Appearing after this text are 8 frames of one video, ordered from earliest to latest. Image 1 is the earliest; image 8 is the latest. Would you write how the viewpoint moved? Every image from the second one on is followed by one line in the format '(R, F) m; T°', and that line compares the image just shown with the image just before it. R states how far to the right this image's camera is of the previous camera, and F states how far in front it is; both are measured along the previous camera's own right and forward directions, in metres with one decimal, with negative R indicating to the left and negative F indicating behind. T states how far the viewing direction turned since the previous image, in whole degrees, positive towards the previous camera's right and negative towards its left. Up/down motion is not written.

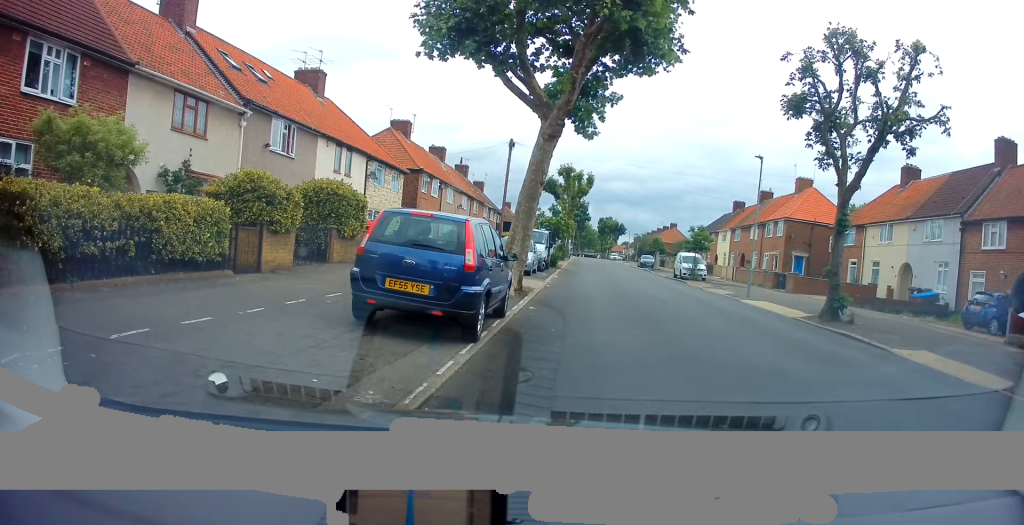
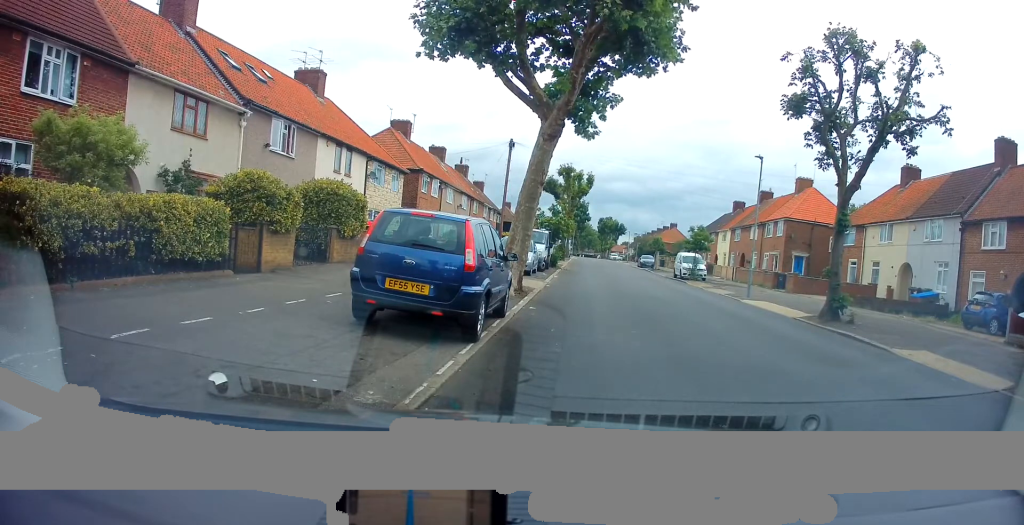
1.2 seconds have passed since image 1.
(0.0, 0.0) m; 0°
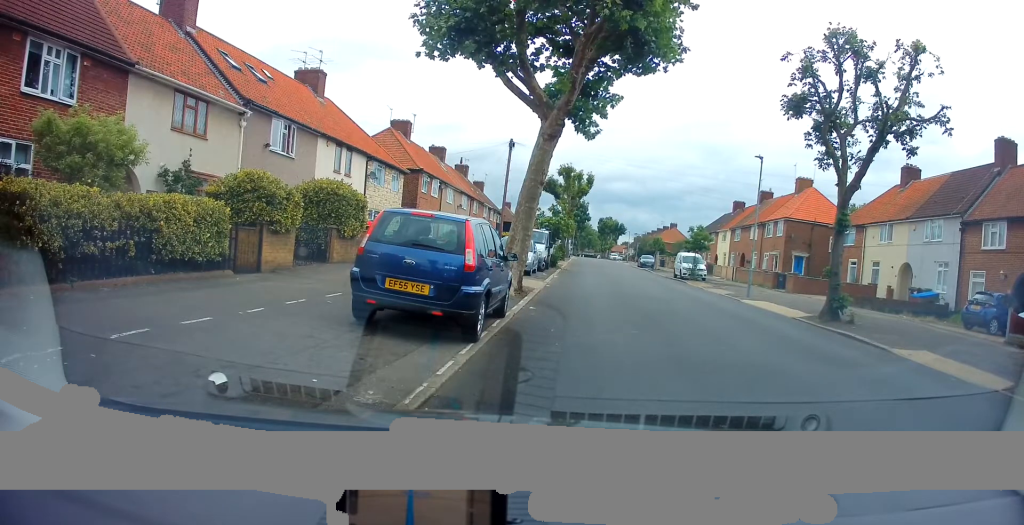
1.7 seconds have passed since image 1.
(0.0, 0.0) m; 0°
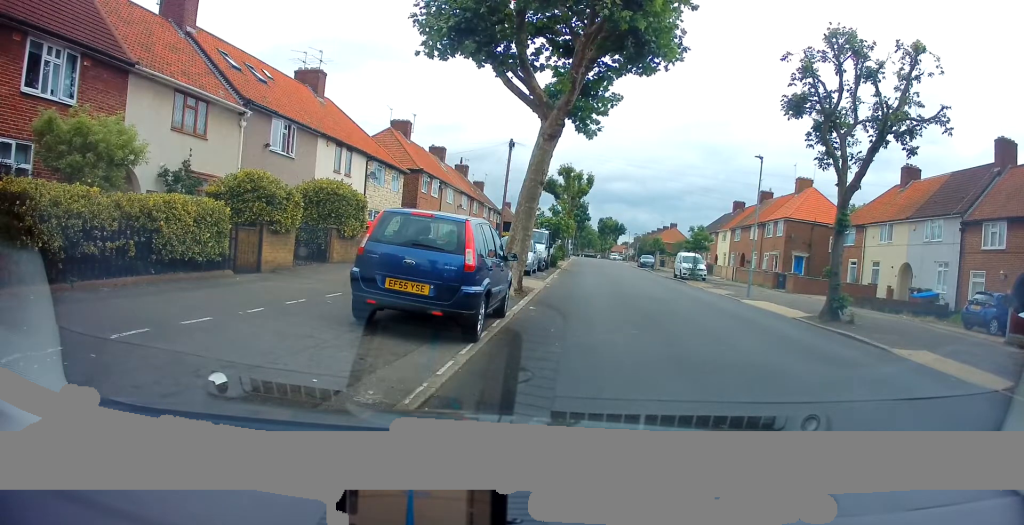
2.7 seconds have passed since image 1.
(0.0, 0.0) m; 0°
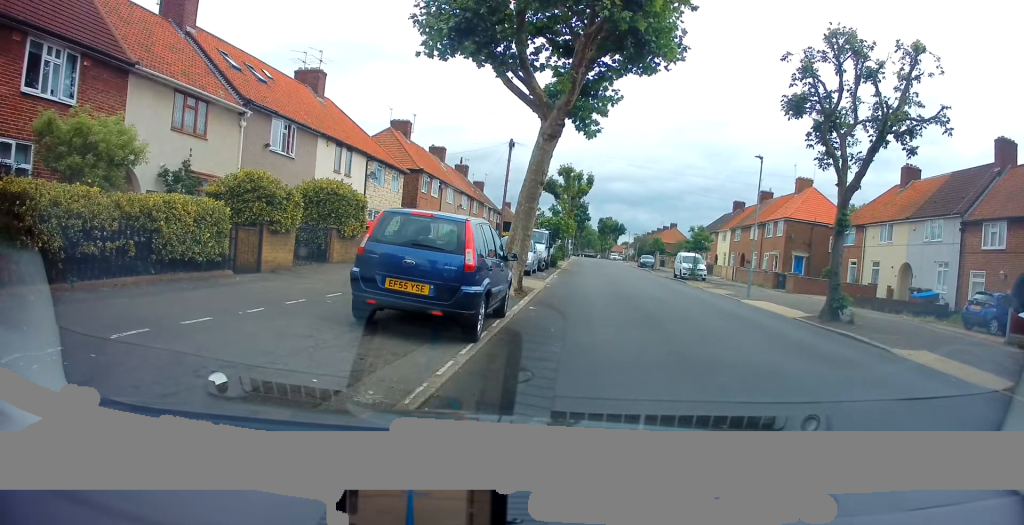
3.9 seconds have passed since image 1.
(0.0, 0.0) m; 0°
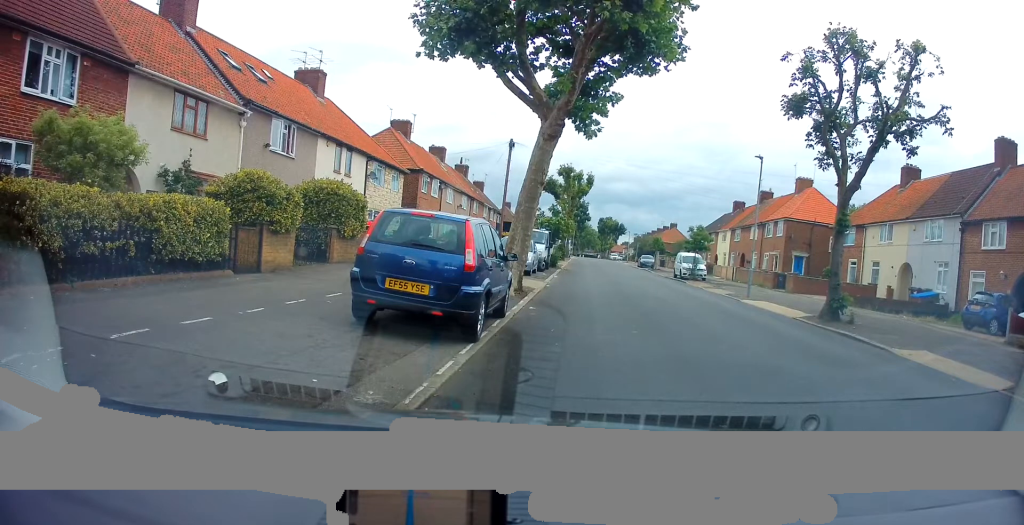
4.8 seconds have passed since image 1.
(0.0, 0.0) m; 0°
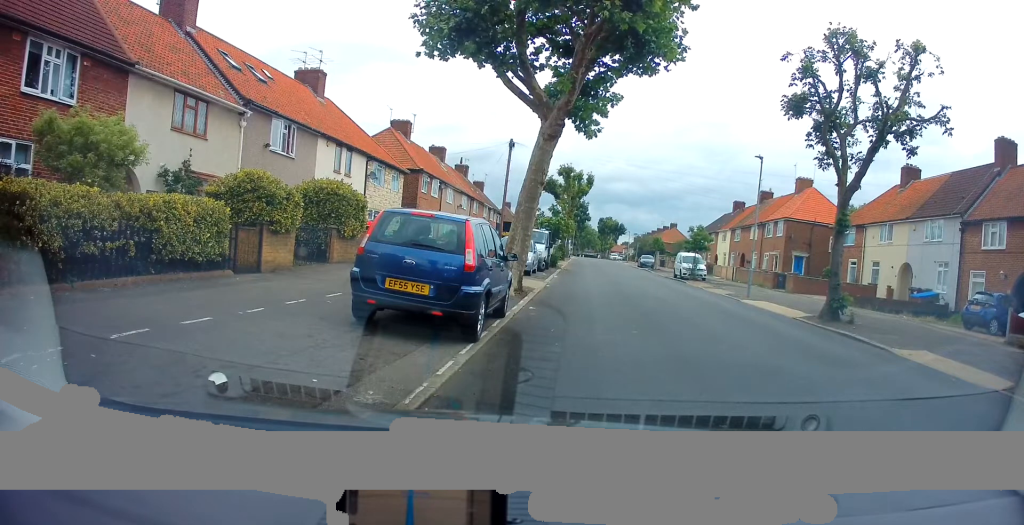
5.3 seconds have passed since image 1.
(0.0, 0.0) m; 0°
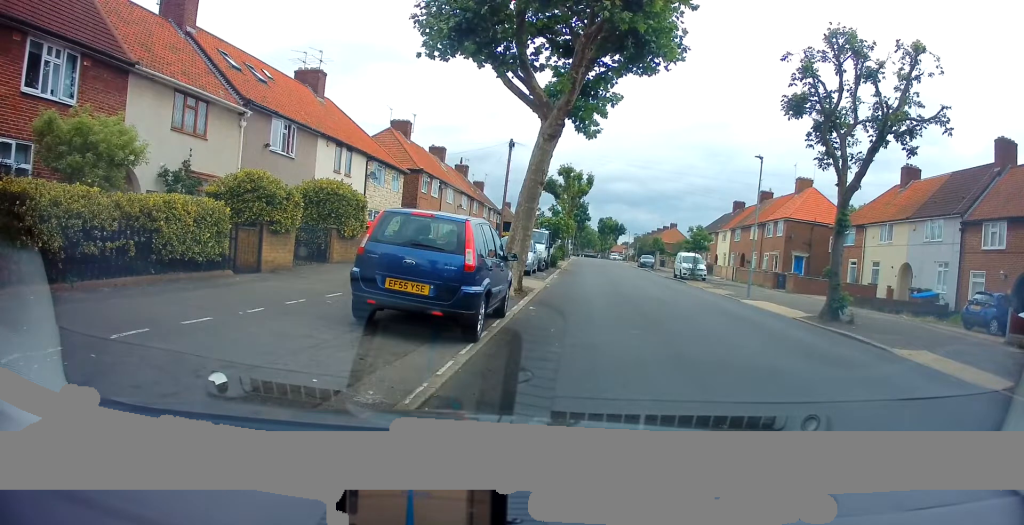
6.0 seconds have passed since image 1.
(0.0, 0.0) m; 0°
